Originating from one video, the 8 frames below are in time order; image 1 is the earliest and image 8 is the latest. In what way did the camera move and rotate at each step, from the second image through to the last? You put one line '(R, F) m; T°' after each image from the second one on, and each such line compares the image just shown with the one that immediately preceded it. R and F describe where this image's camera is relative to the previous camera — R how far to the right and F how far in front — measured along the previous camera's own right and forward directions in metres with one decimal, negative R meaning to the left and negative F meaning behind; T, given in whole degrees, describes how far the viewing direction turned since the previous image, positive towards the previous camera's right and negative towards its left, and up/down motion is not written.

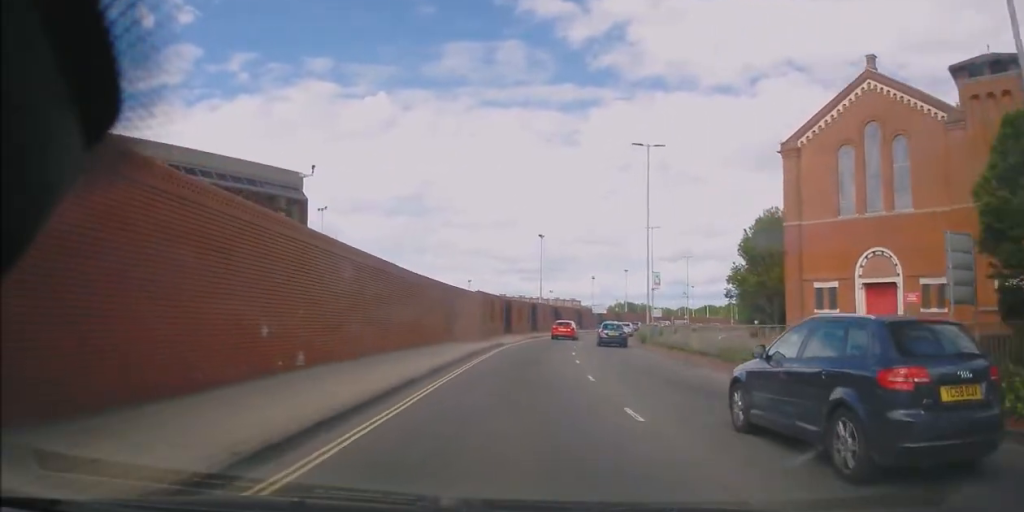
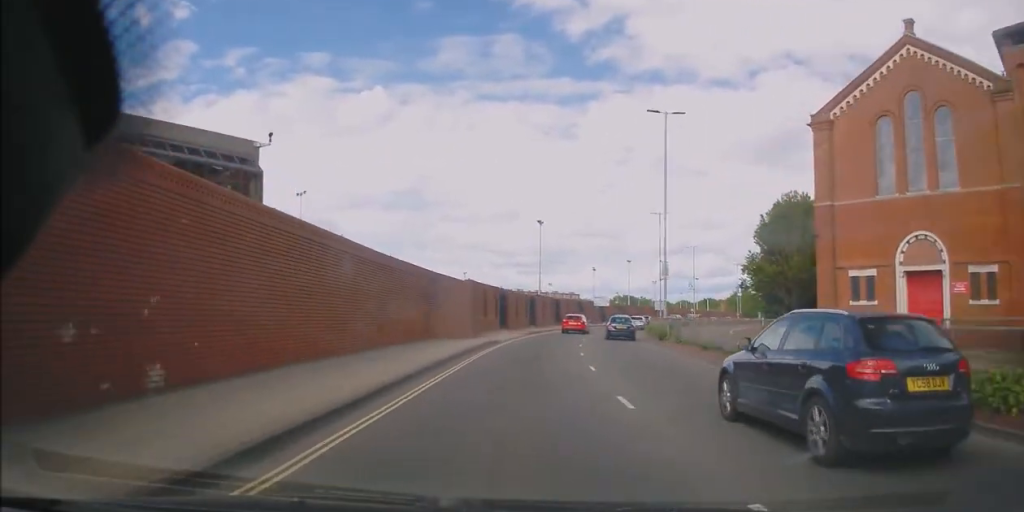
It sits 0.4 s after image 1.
(-0.1, +5.2) m; 0°
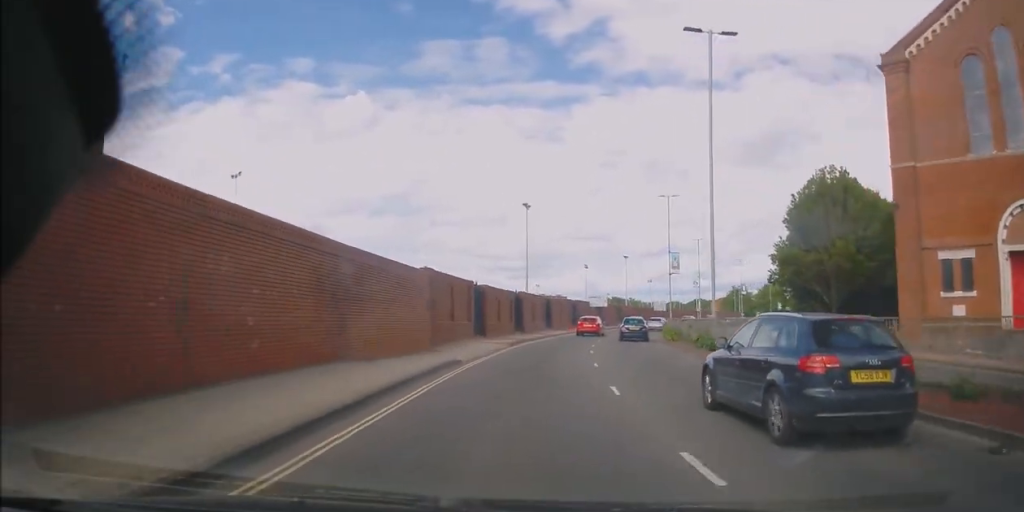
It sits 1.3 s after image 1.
(-0.1, +10.5) m; +1°
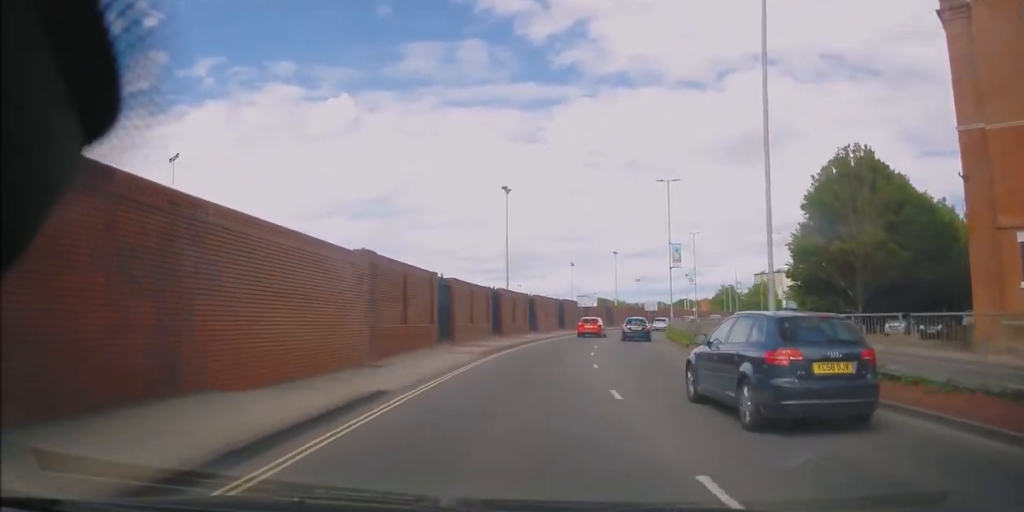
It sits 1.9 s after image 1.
(+0.1, +6.9) m; +2°
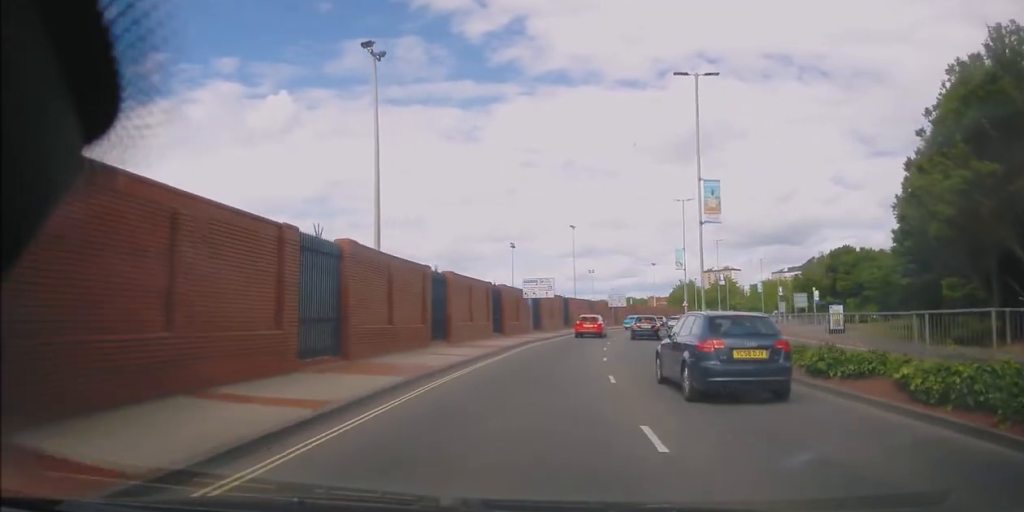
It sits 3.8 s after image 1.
(+1.1, +23.0) m; +7°
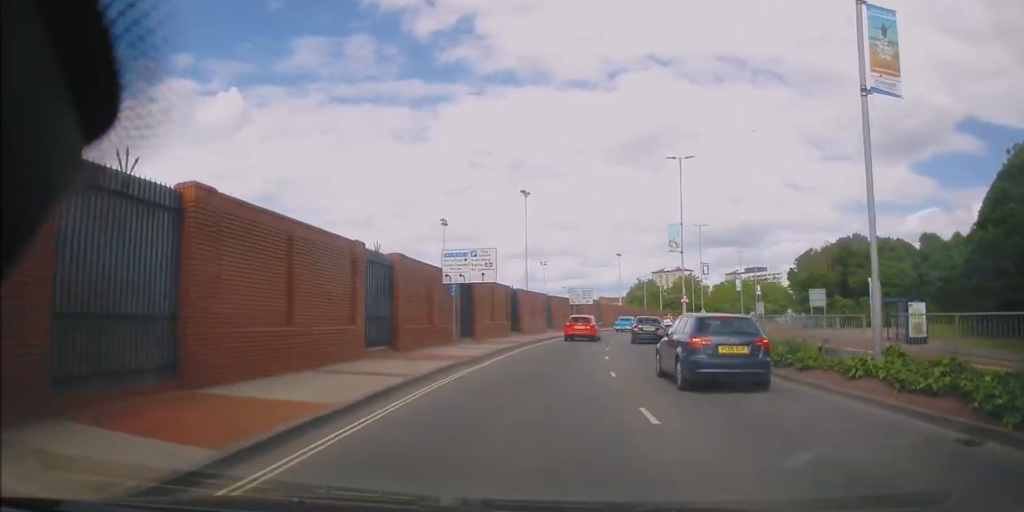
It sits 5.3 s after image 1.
(+0.8, +17.1) m; +5°
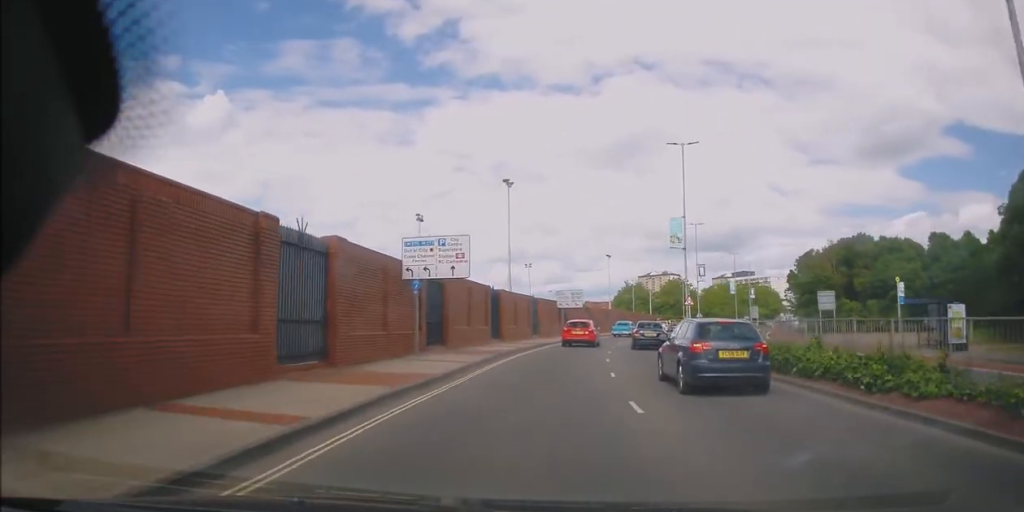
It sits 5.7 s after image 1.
(-0.1, +4.8) m; +2°
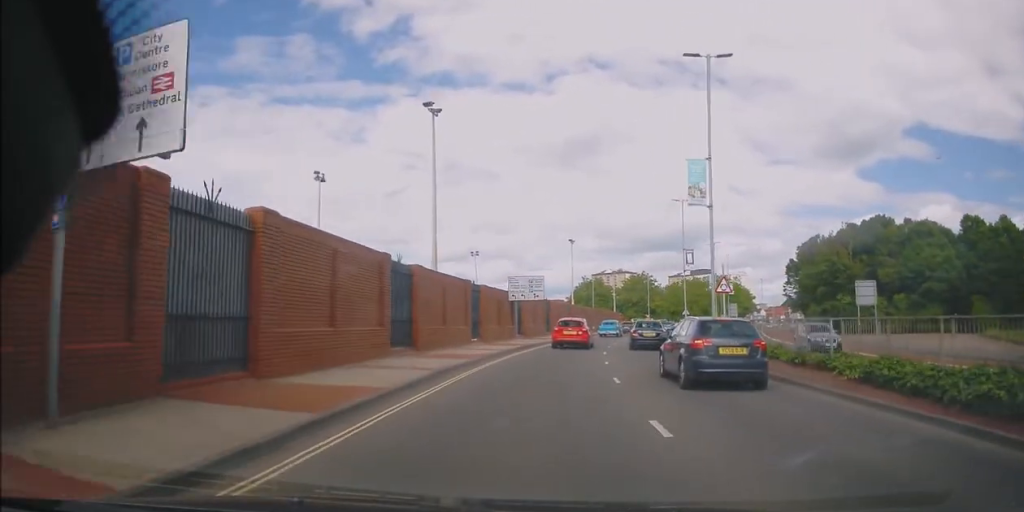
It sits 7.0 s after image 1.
(+0.8, +14.1) m; +4°
